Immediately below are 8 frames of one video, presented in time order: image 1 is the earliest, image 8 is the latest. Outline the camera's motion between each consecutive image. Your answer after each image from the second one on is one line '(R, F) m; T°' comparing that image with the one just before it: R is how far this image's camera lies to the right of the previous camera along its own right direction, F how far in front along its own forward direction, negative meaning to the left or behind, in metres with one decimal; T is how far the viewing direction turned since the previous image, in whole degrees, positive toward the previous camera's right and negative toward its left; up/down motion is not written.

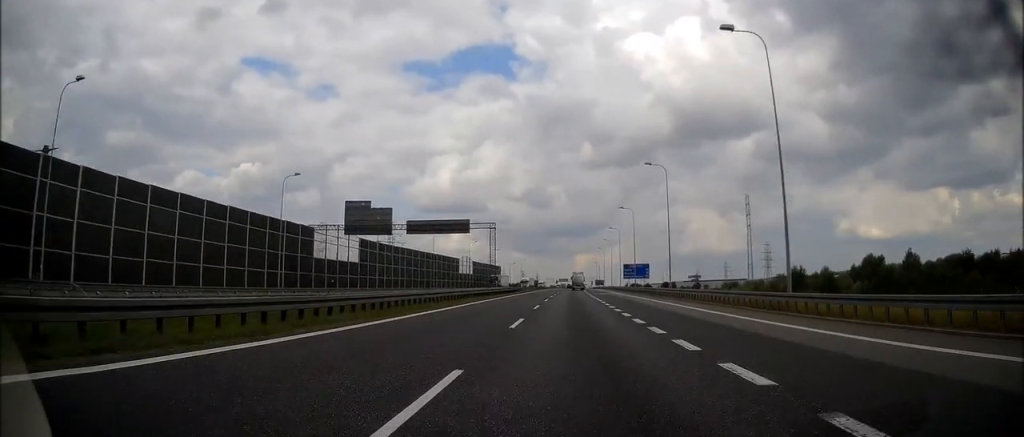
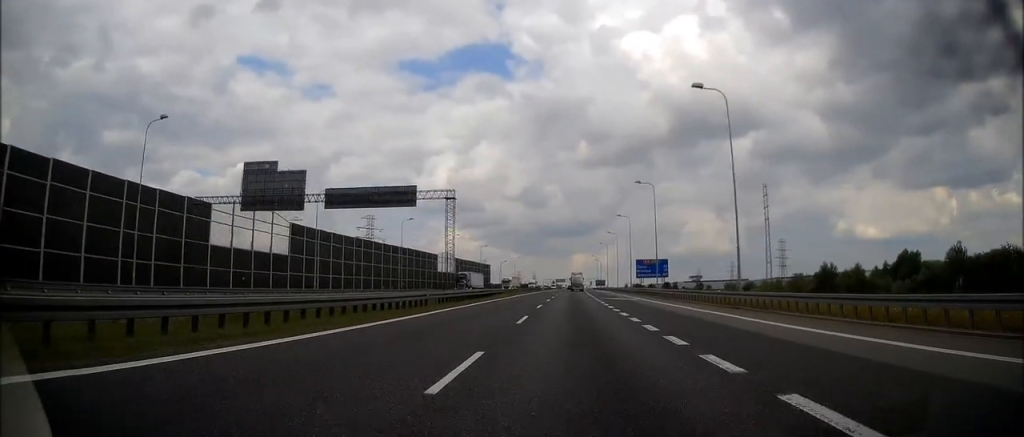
(+0.4, +22.9) m; +1°
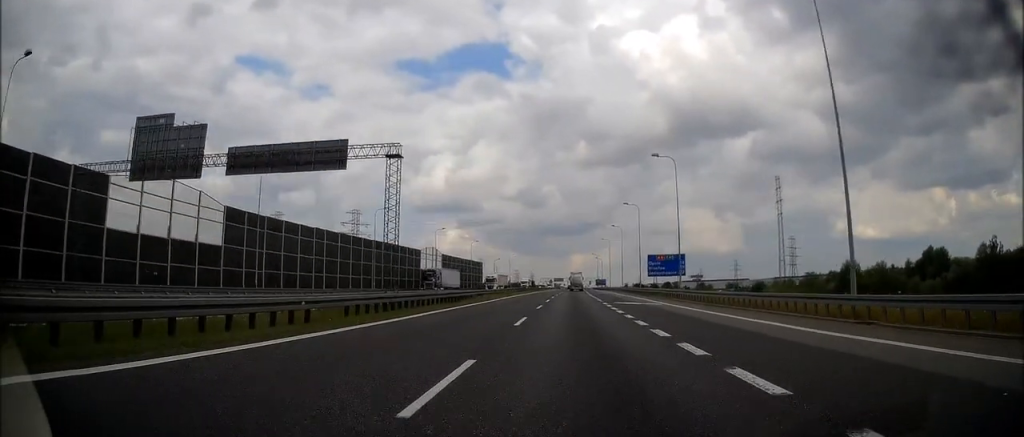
(+0.1, +13.9) m; 0°
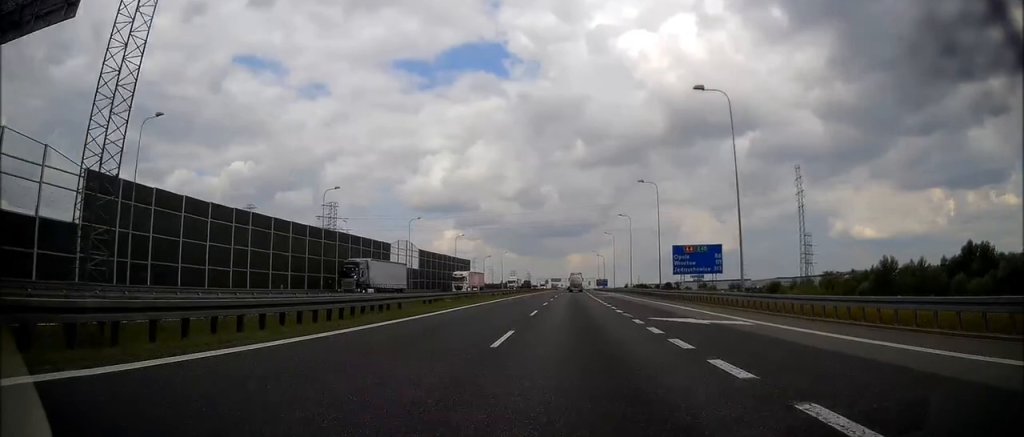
(0.0, +18.7) m; 0°
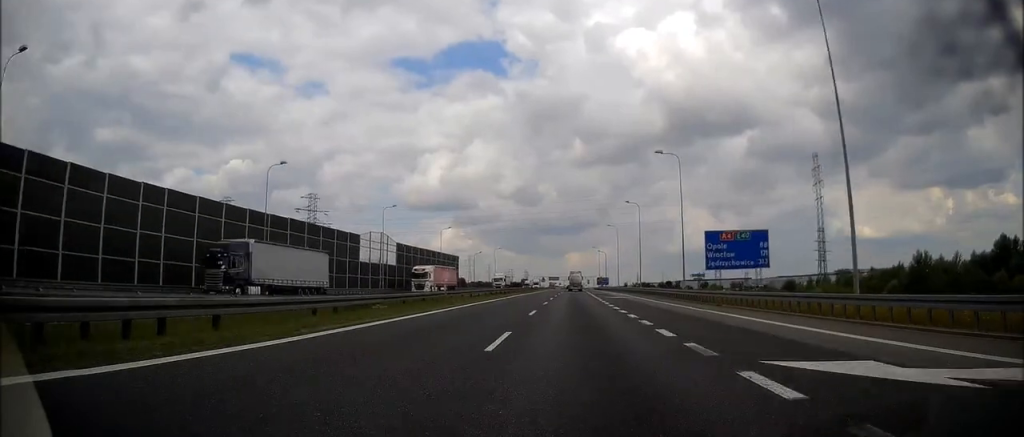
(0.0, +13.7) m; 0°
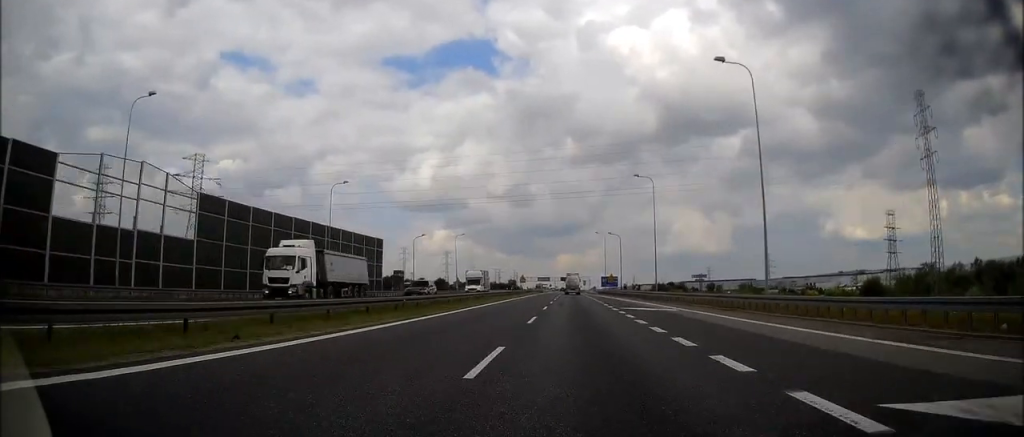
(+0.8, +53.7) m; +1°
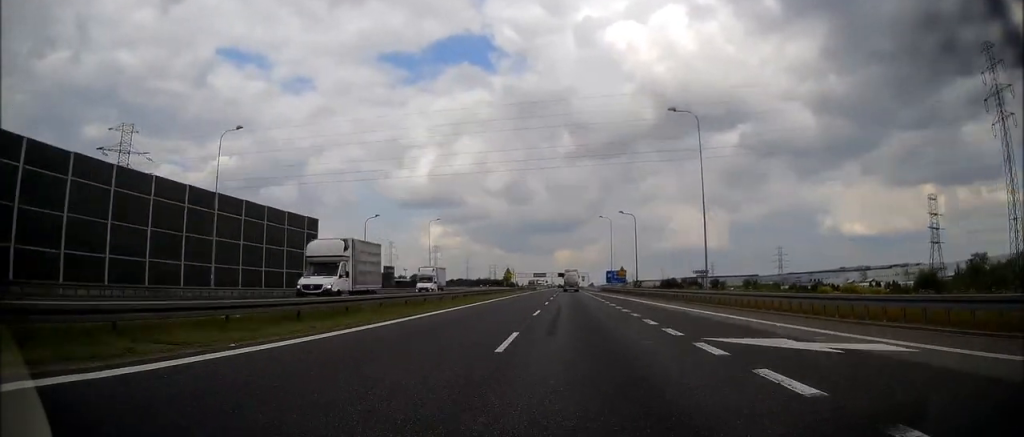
(+0.1, +22.3) m; -1°
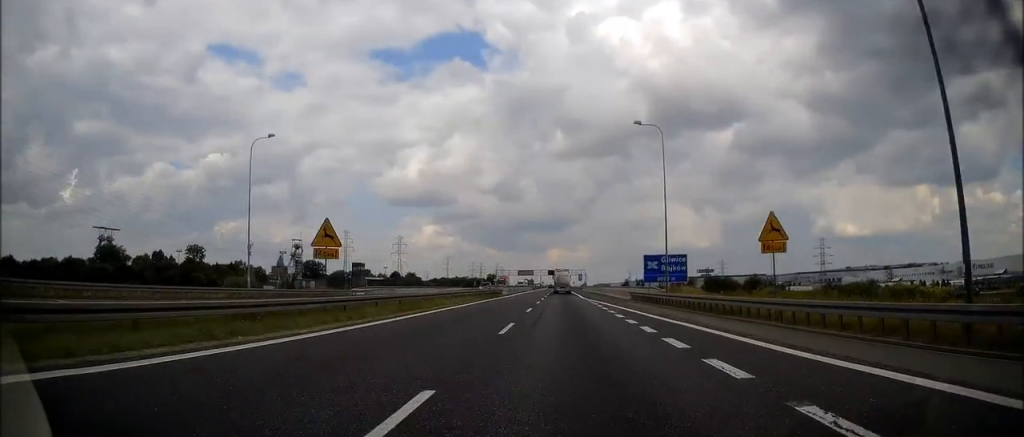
(+0.8, +58.9) m; +2°
